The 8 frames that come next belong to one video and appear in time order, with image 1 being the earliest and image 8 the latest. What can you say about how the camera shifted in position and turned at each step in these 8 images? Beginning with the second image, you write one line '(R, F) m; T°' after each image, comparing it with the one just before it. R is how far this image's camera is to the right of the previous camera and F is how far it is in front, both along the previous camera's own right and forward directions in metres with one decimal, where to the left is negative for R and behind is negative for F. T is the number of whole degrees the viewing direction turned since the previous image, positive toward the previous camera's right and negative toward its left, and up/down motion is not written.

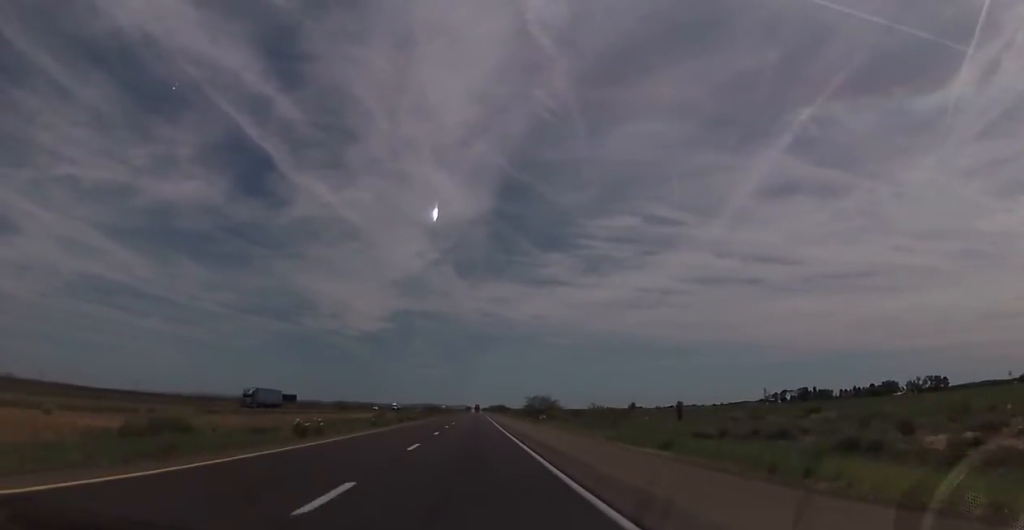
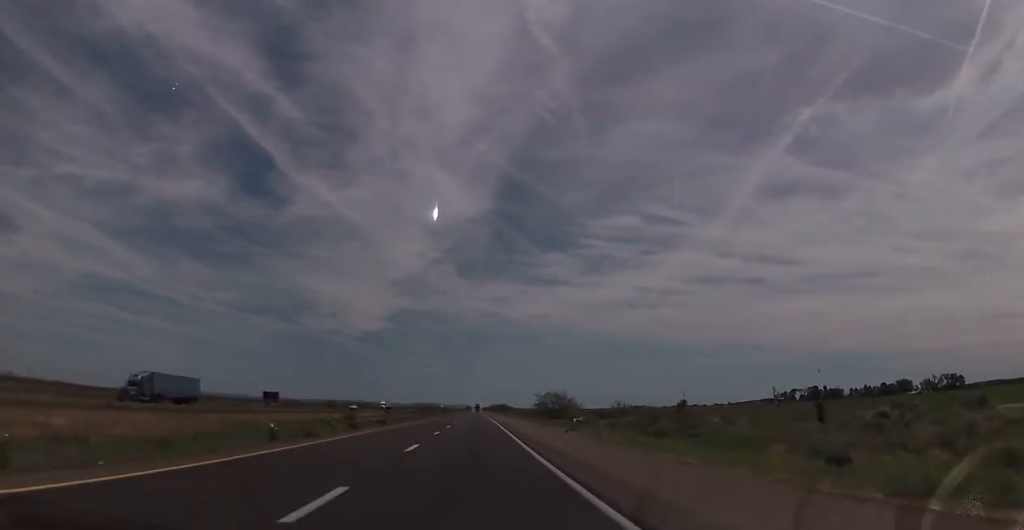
(0.0, +28.8) m; 0°
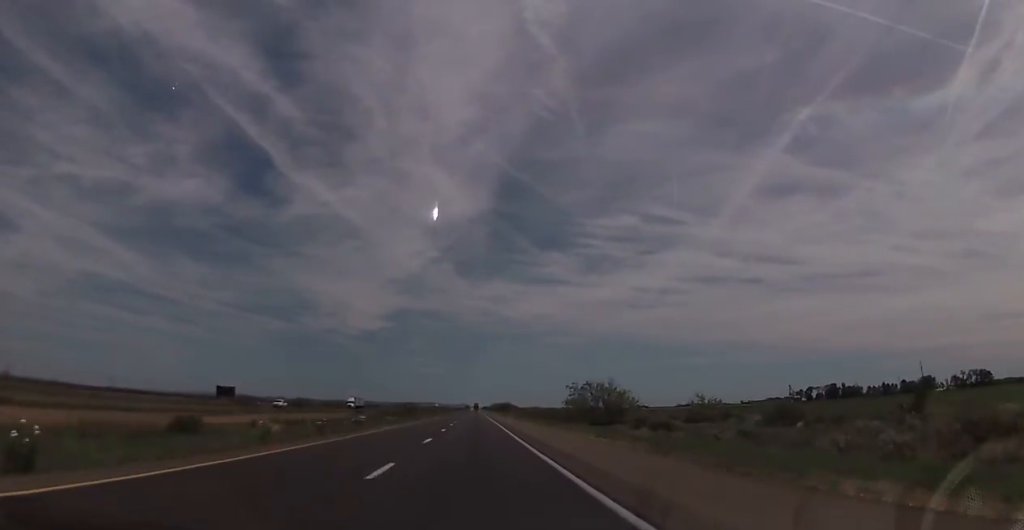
(+0.3, +53.3) m; 0°
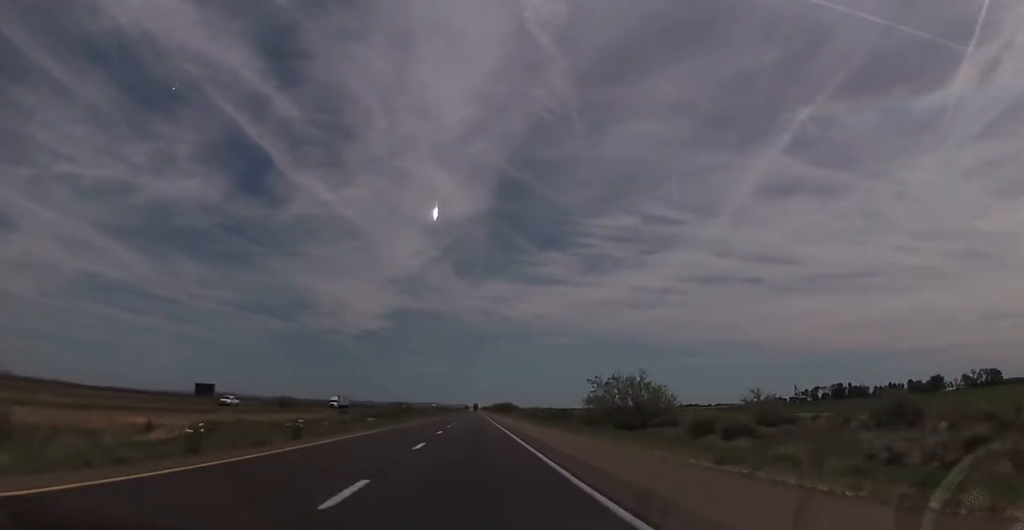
(0.0, +17.4) m; 0°
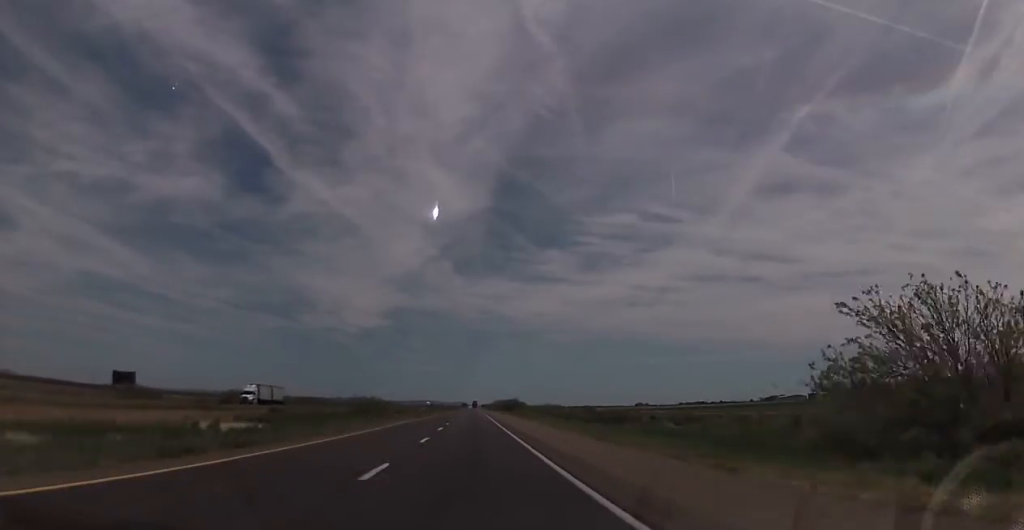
(0.0, +50.7) m; 0°
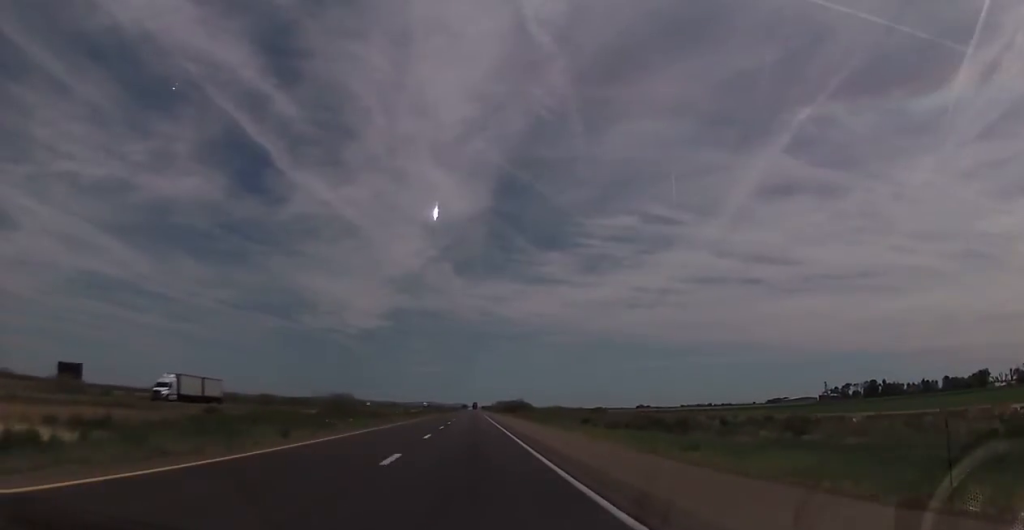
(-0.1, +22.9) m; 0°
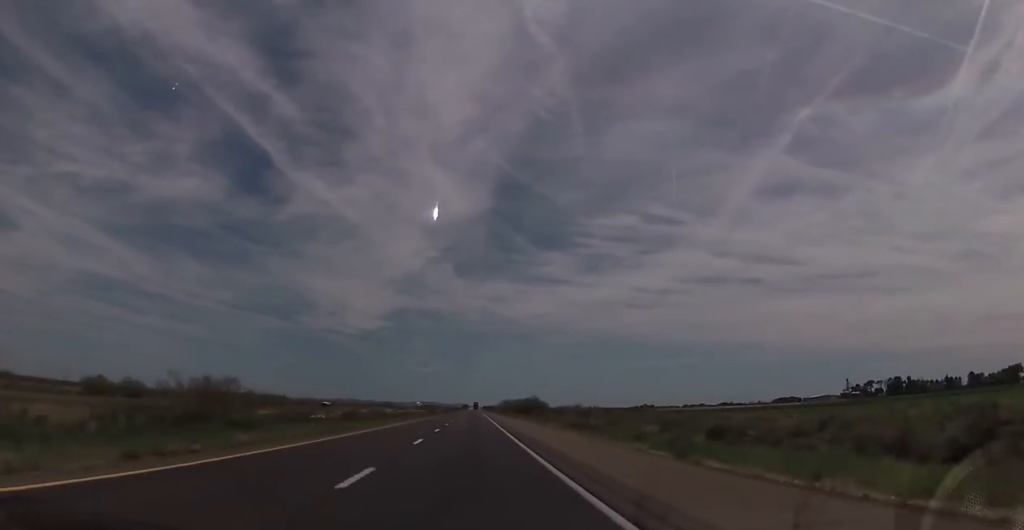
(-0.2, +41.9) m; 0°
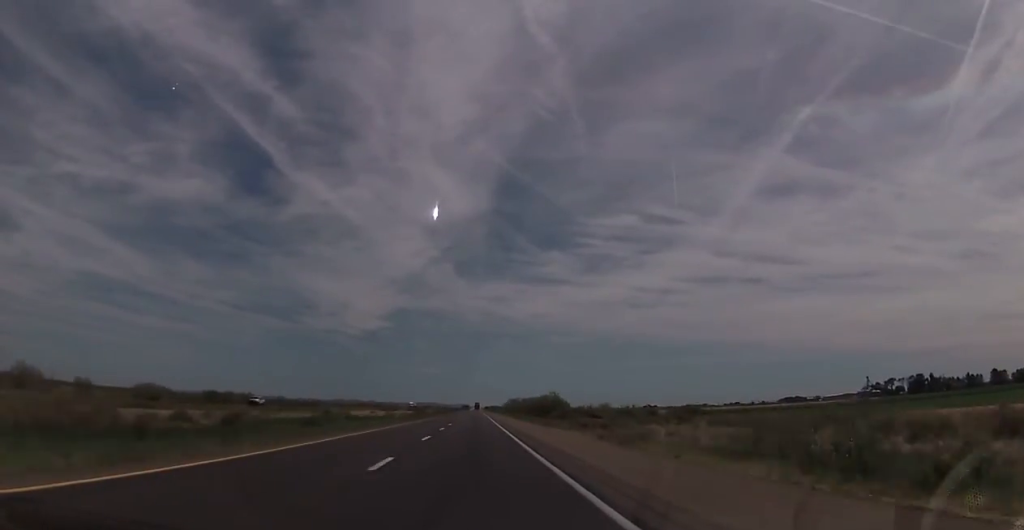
(+0.1, +32.8) m; 0°
